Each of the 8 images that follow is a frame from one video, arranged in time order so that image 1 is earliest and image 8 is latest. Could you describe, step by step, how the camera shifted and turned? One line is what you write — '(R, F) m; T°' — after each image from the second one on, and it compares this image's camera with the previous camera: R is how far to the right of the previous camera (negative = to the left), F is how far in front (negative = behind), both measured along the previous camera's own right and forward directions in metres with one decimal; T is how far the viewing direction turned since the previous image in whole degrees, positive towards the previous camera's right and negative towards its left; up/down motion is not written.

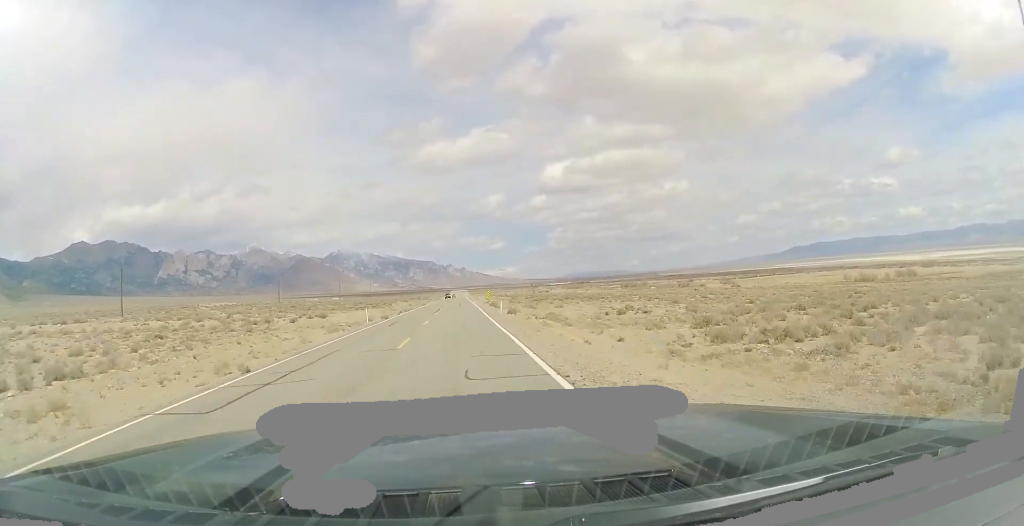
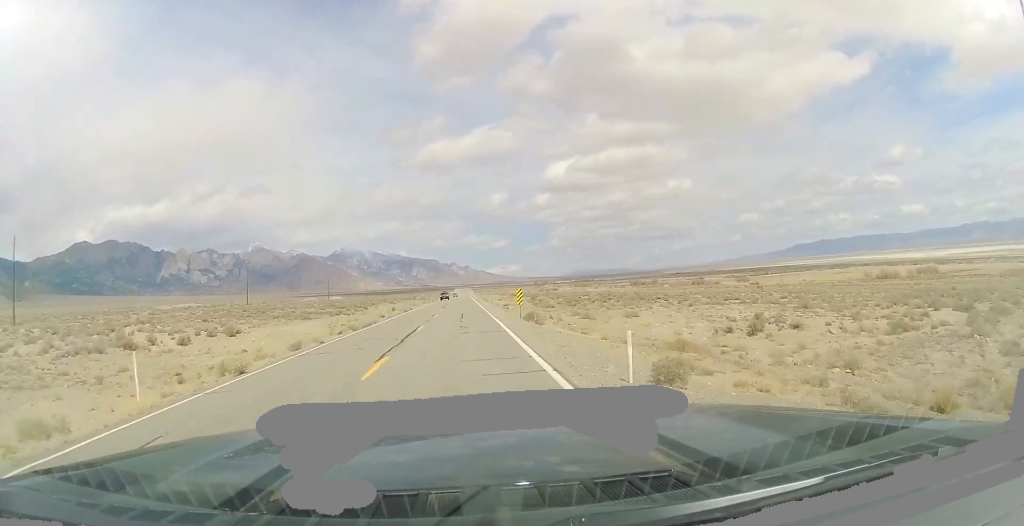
(-0.2, +30.2) m; 0°
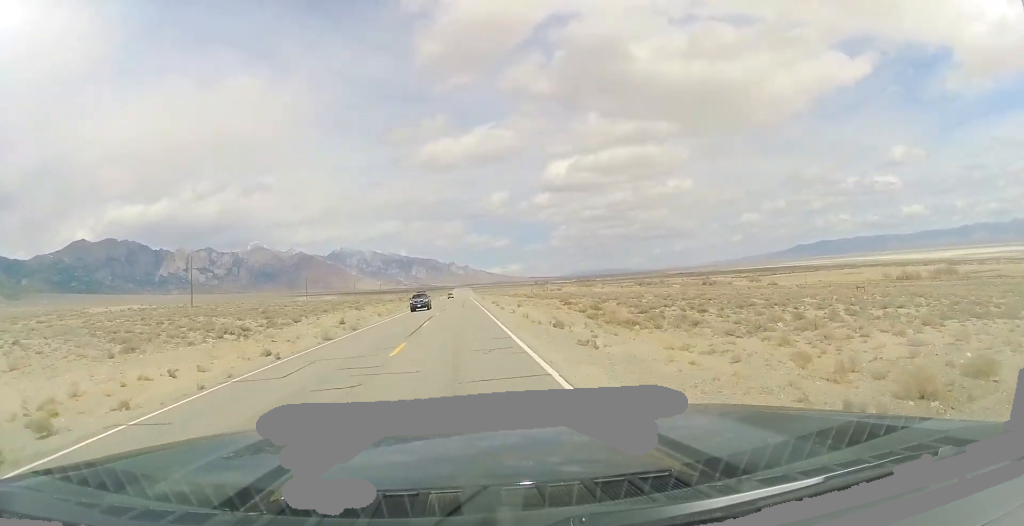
(-0.1, +32.7) m; 0°
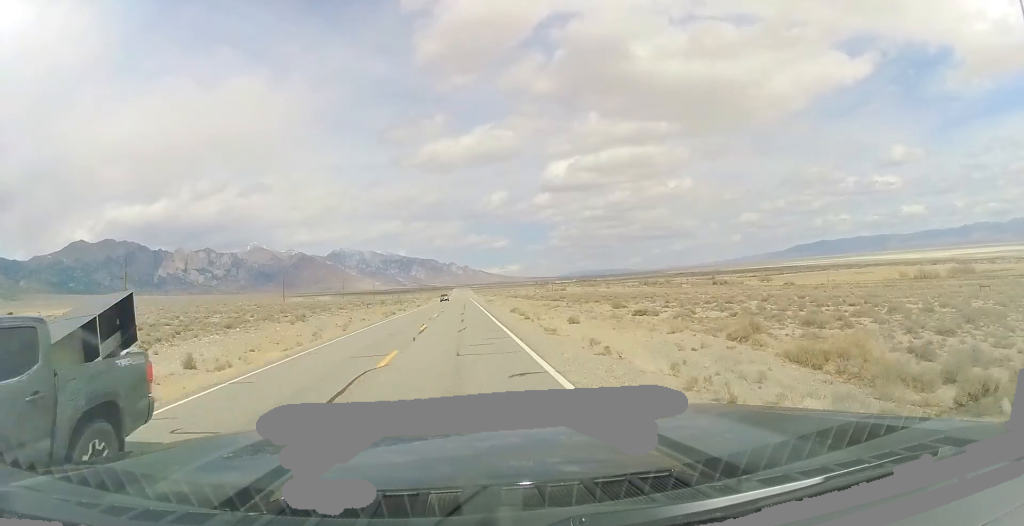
(0.0, +26.7) m; 0°
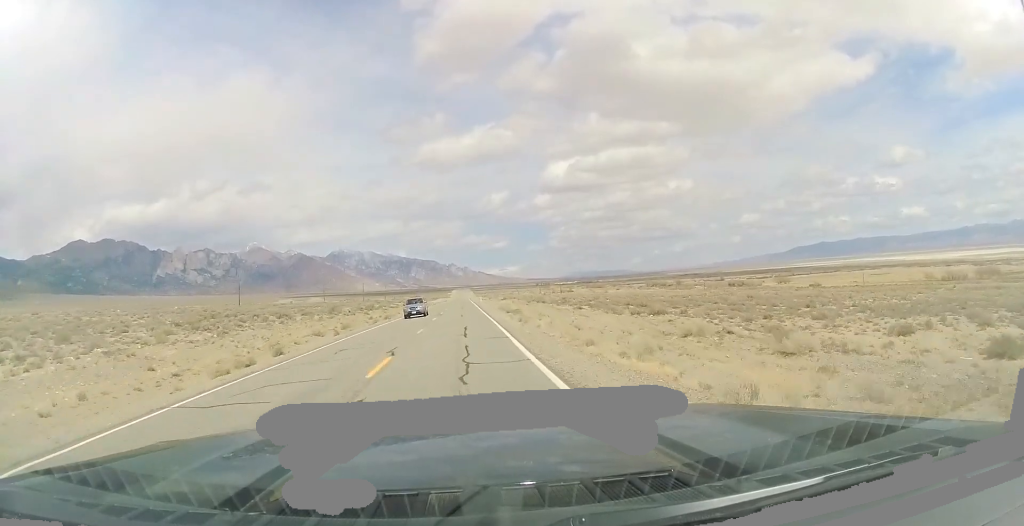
(+0.1, +37.6) m; +1°
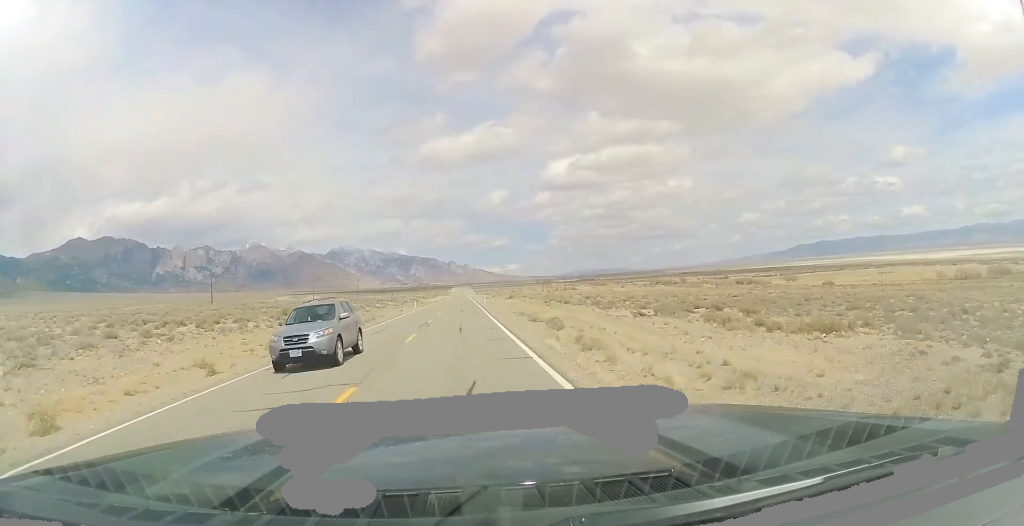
(+0.2, +17.0) m; 0°
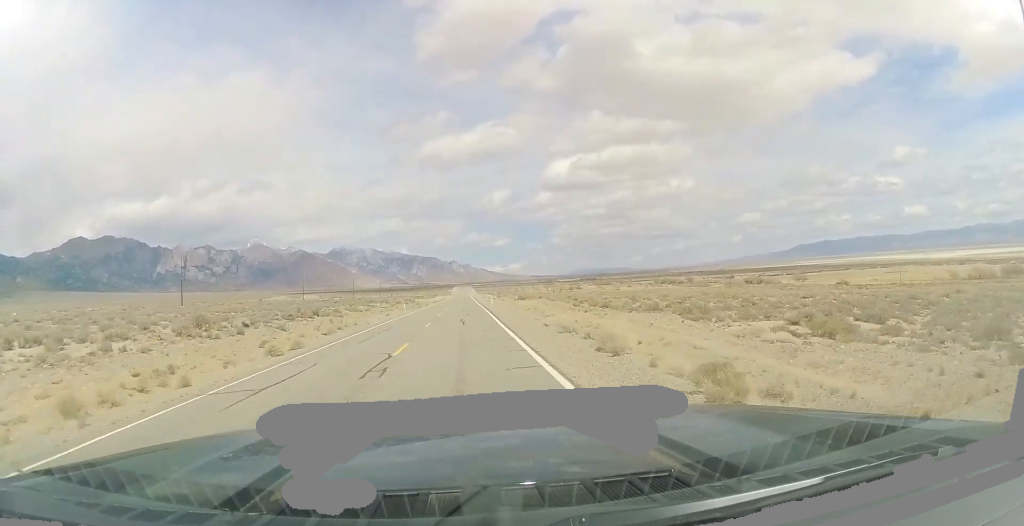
(0.0, +15.8) m; 0°
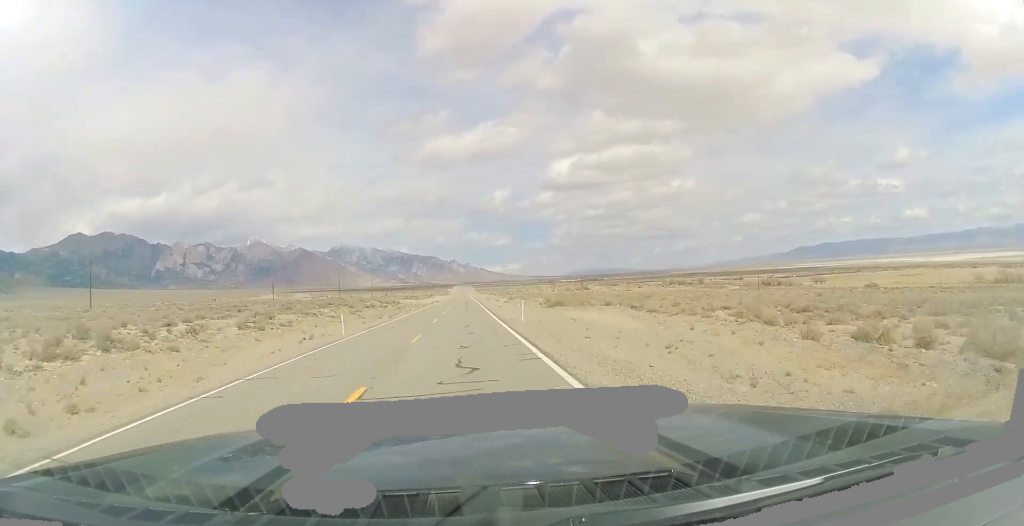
(-0.3, +32.7) m; -1°
